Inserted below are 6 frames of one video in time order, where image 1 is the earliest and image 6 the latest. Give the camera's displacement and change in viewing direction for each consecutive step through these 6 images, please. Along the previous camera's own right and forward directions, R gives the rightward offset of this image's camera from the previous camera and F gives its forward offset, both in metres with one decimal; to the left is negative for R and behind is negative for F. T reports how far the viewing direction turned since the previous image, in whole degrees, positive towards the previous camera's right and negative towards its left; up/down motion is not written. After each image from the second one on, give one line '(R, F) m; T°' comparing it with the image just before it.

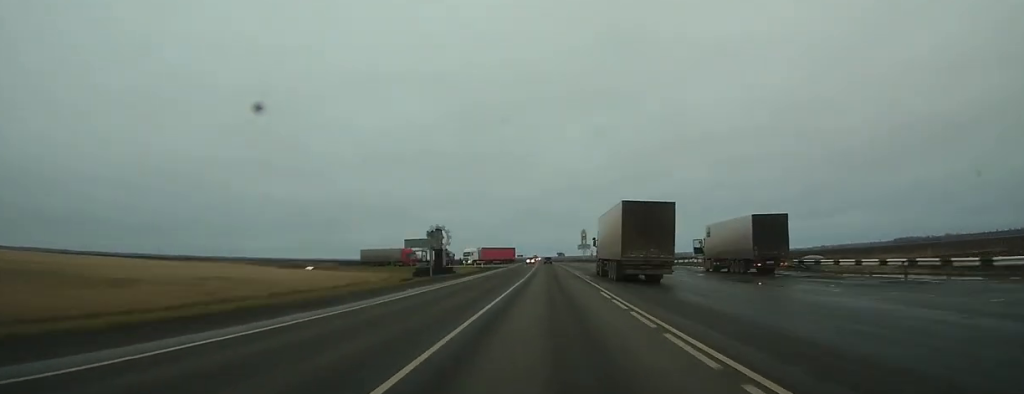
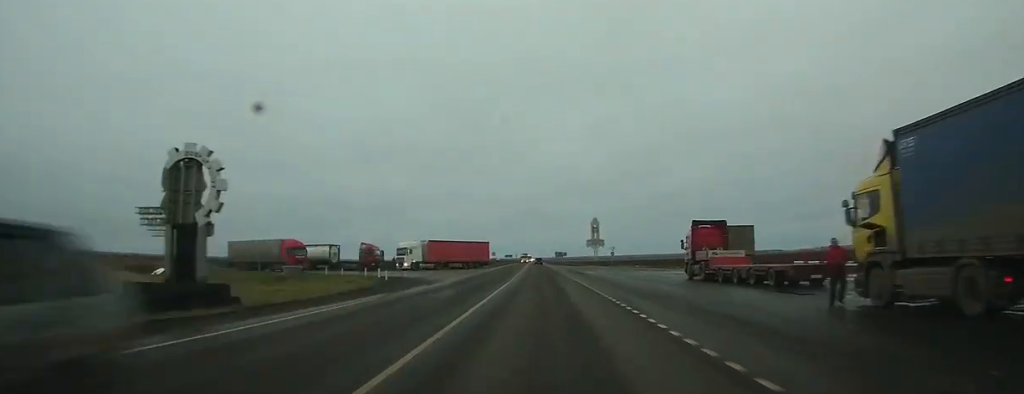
(0.0, +61.4) m; 0°
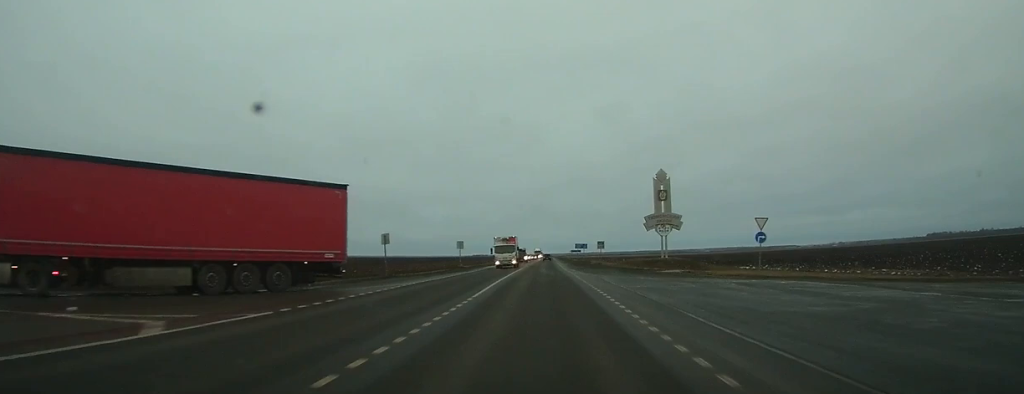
(-0.2, +66.5) m; 0°
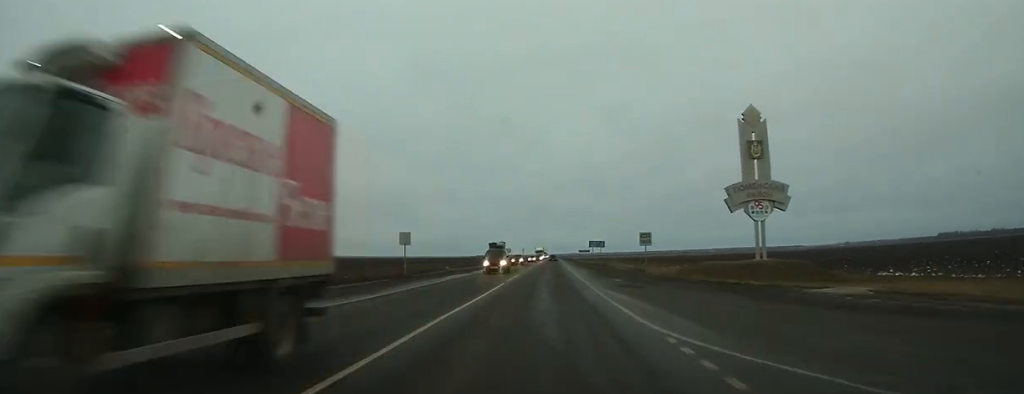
(0.0, +27.9) m; 0°
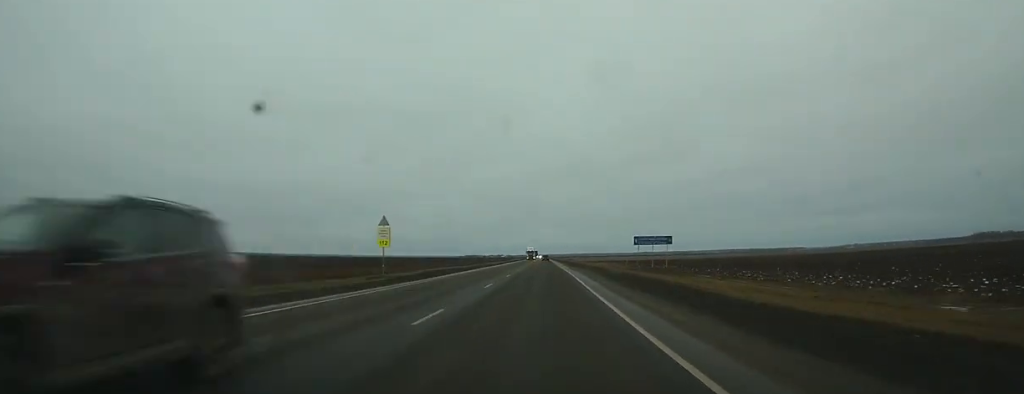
(-0.5, +187.2) m; 0°
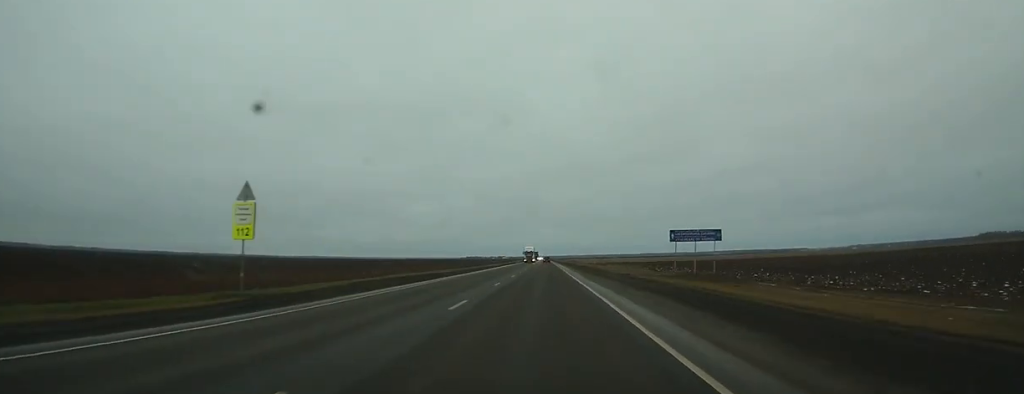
(0.0, +19.0) m; 0°
